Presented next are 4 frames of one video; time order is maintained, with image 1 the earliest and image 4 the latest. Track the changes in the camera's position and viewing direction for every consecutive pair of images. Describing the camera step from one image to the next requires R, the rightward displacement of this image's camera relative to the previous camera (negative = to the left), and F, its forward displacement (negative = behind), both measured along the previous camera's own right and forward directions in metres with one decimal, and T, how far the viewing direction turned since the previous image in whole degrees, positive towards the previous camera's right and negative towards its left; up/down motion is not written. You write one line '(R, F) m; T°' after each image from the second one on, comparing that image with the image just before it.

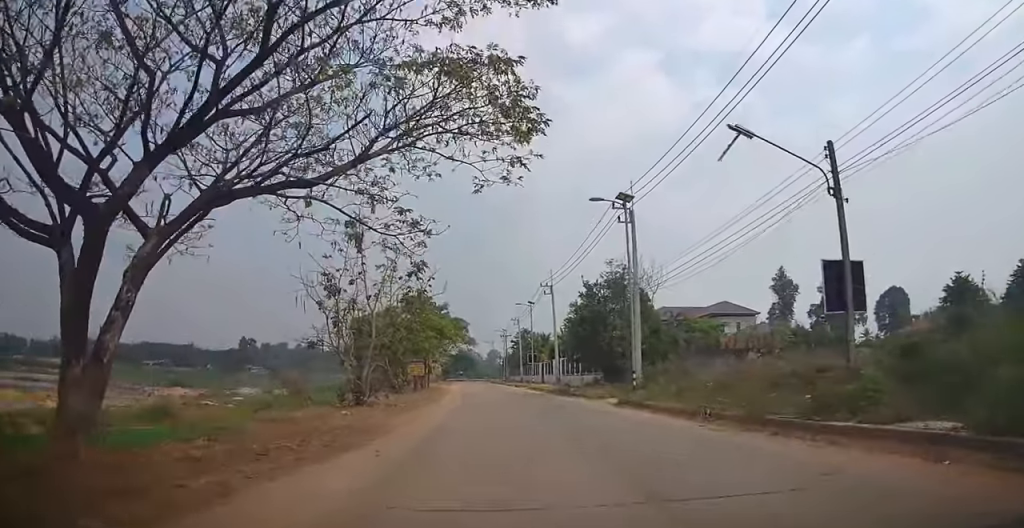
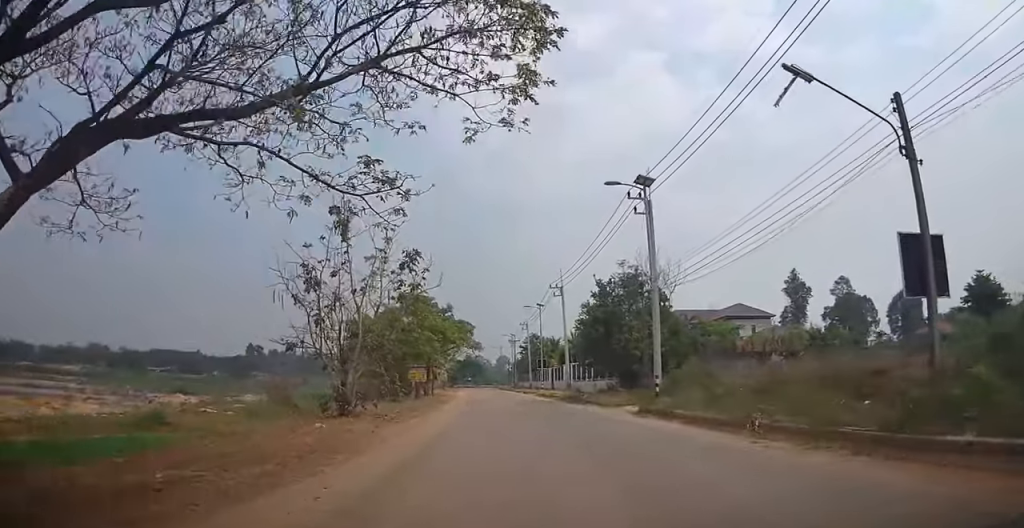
(0.0, +2.6) m; 0°
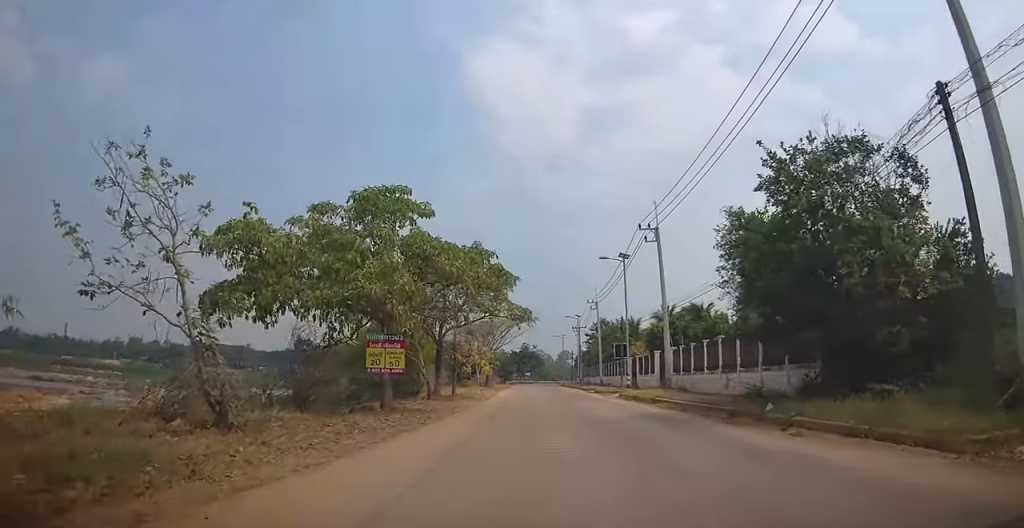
(-0.4, +18.6) m; -3°
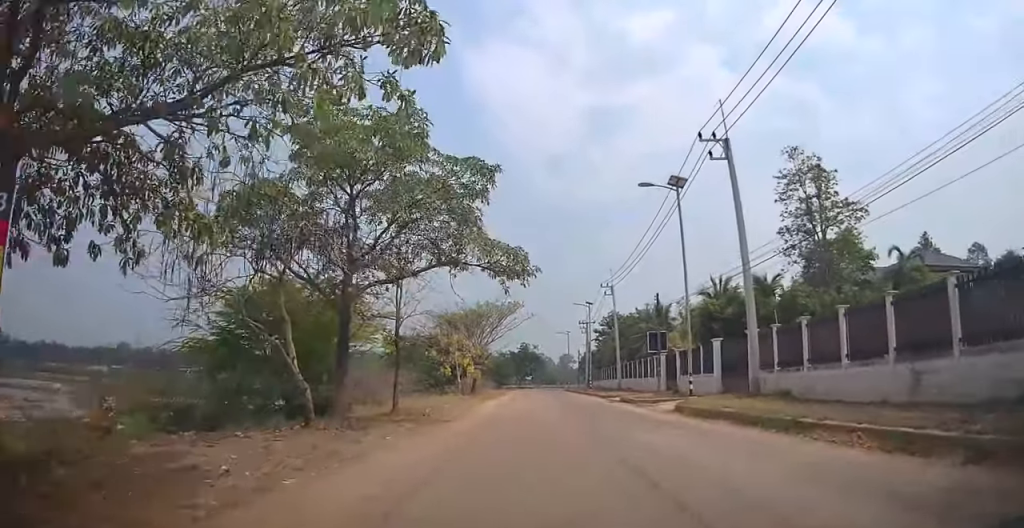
(-0.3, +13.7) m; -3°
